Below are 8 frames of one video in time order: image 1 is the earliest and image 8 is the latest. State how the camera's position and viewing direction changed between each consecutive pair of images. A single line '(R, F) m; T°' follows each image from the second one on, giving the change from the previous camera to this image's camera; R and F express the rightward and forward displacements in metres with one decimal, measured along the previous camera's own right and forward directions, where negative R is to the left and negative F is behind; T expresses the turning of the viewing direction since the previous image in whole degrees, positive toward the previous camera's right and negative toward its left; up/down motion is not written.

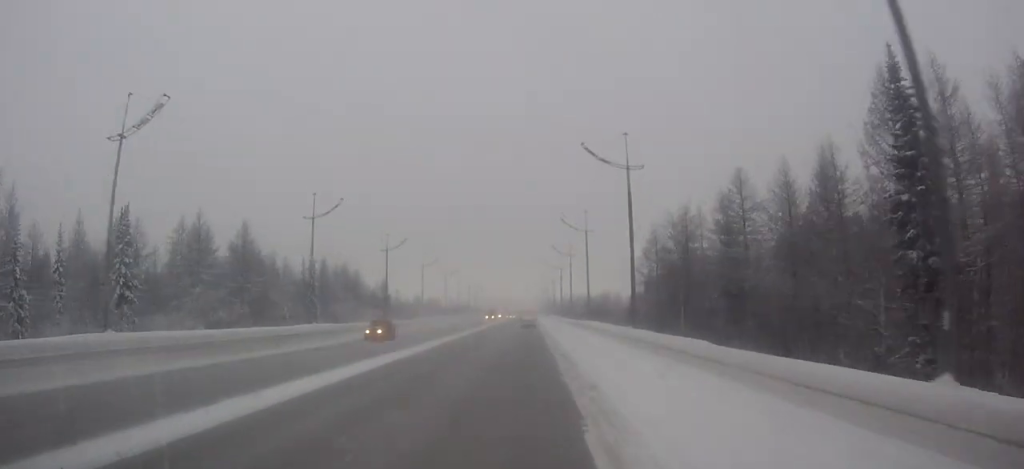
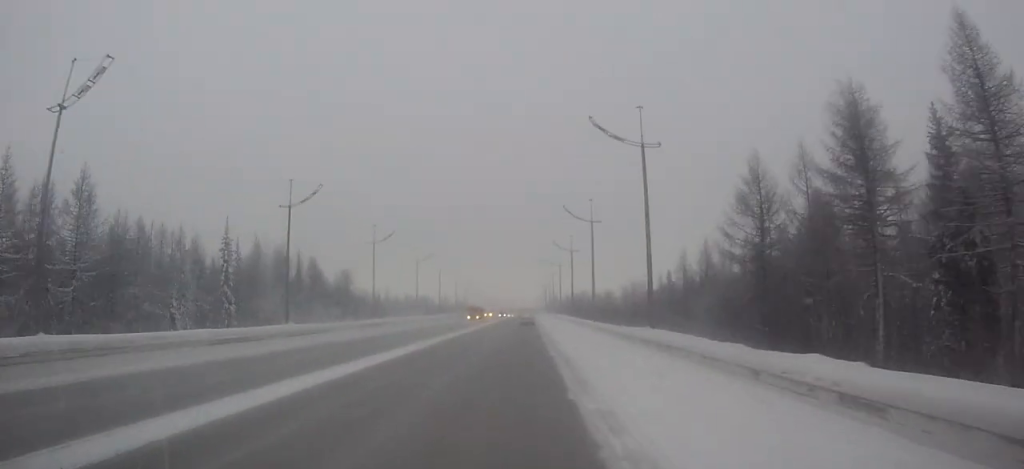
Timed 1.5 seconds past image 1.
(-0.1, +29.4) m; 0°
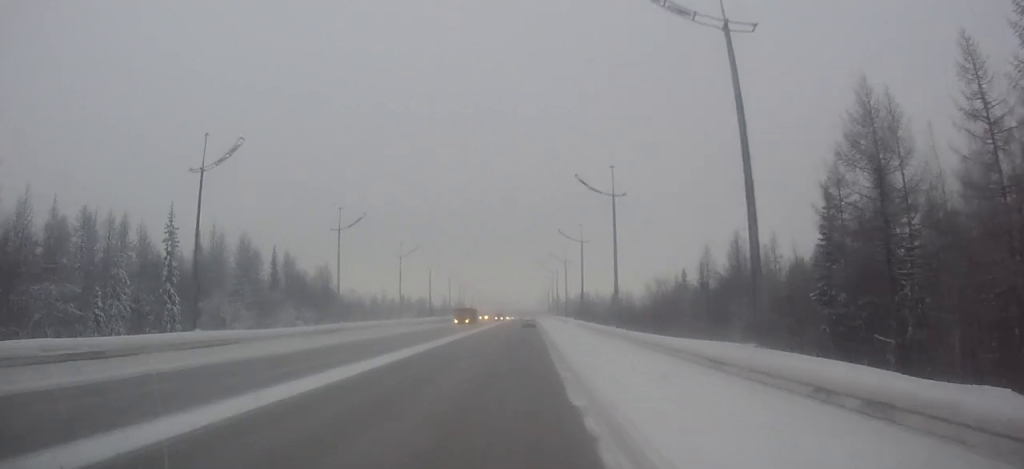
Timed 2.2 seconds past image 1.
(0.0, +12.8) m; 0°
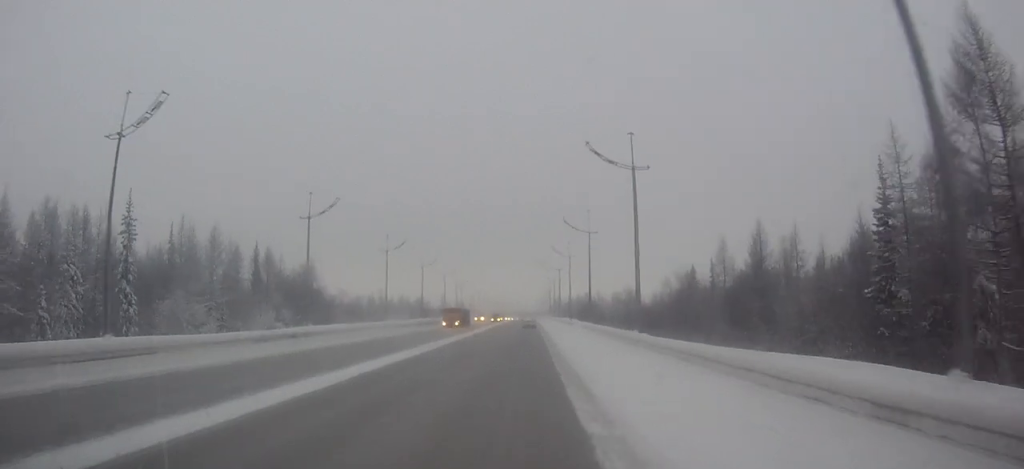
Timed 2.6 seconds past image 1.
(0.0, +7.7) m; 0°
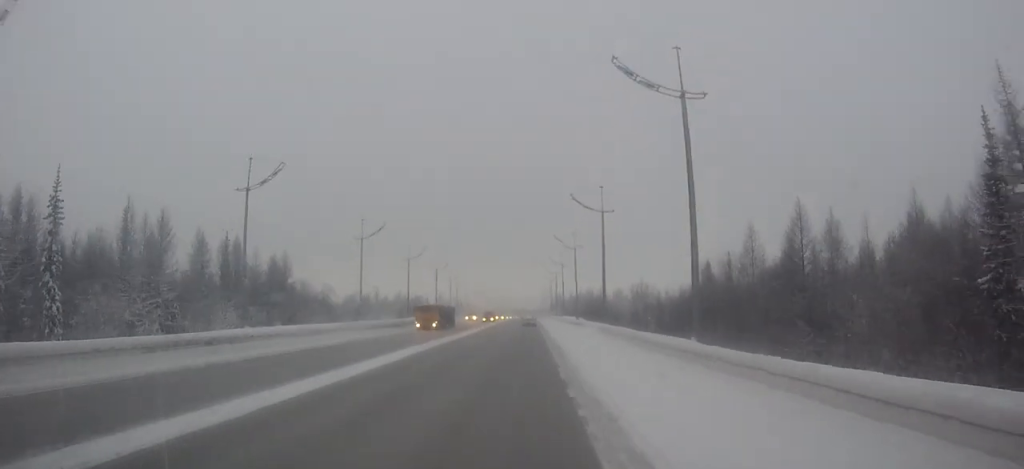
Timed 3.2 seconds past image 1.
(0.0, +10.8) m; 0°
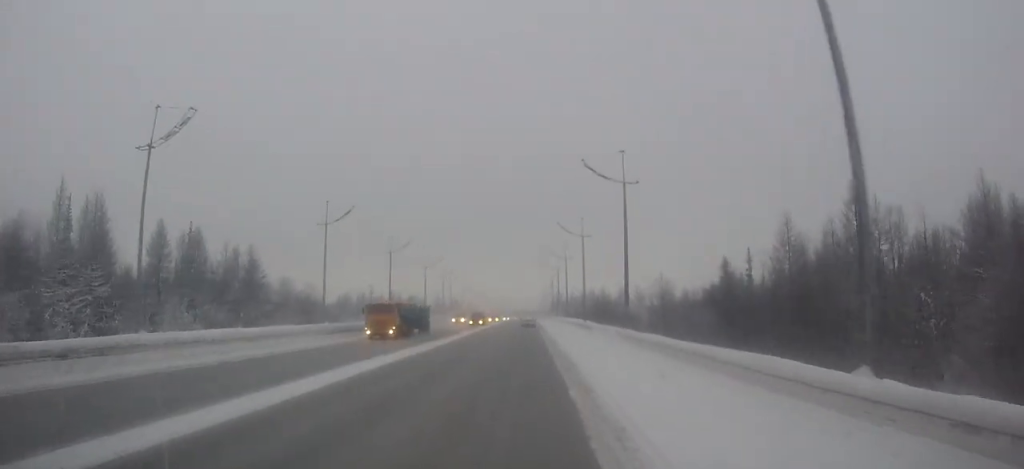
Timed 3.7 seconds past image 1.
(0.0, +10.9) m; 0°
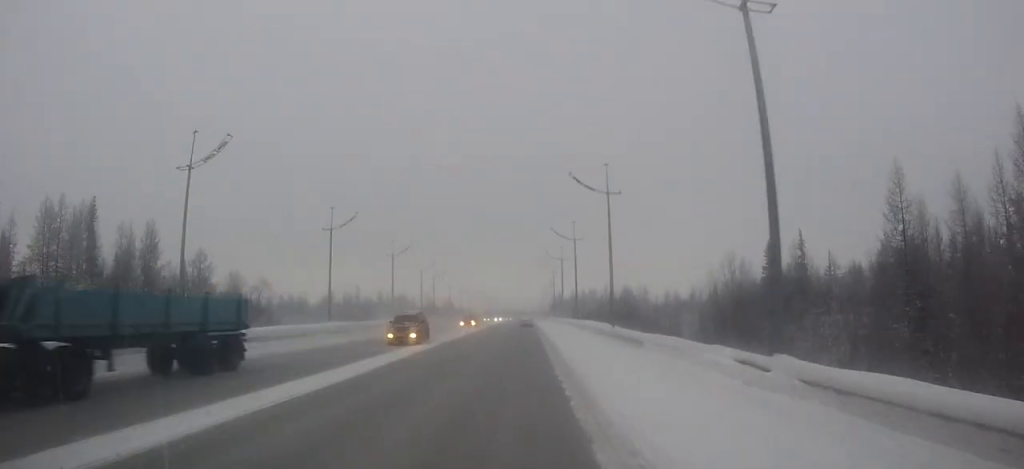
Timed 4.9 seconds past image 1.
(0.0, +21.7) m; 0°
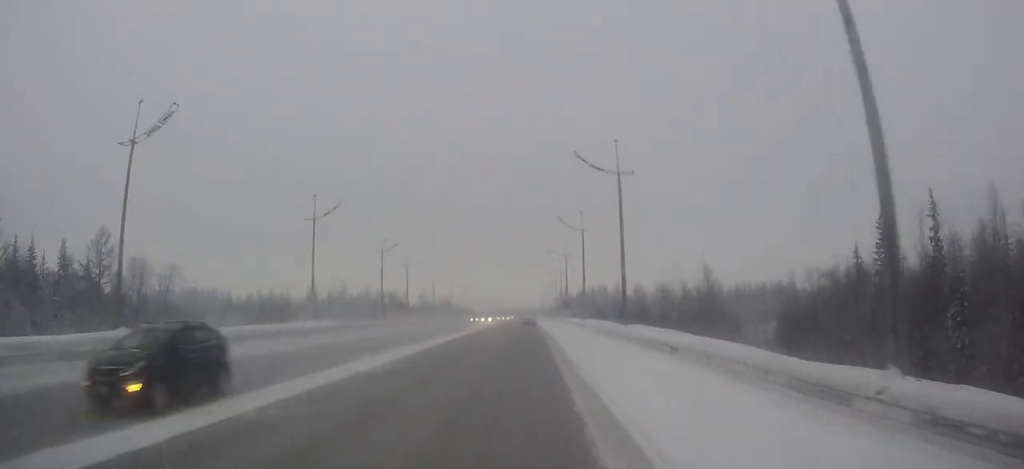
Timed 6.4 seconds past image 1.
(0.0, +29.9) m; 0°
